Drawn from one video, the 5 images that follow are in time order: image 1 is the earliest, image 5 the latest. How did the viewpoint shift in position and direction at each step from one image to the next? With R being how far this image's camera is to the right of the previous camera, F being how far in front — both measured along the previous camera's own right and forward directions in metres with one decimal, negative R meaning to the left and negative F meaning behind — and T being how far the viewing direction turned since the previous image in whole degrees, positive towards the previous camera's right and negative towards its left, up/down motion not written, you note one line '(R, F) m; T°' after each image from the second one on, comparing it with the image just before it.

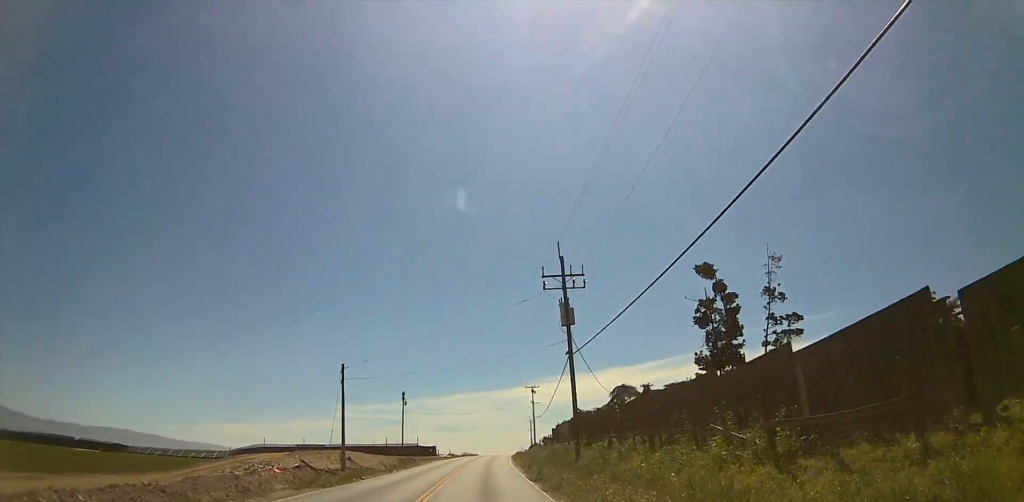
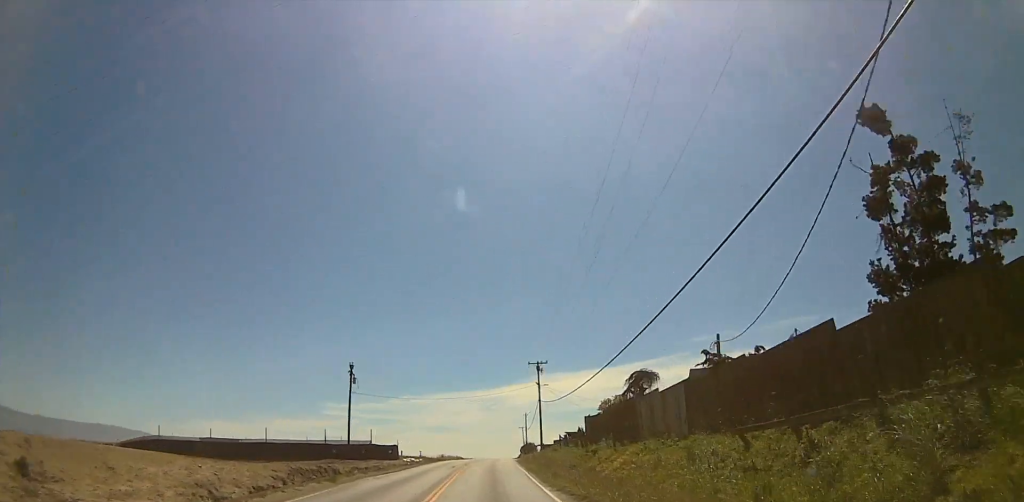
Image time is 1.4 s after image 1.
(+0.3, +33.9) m; +2°
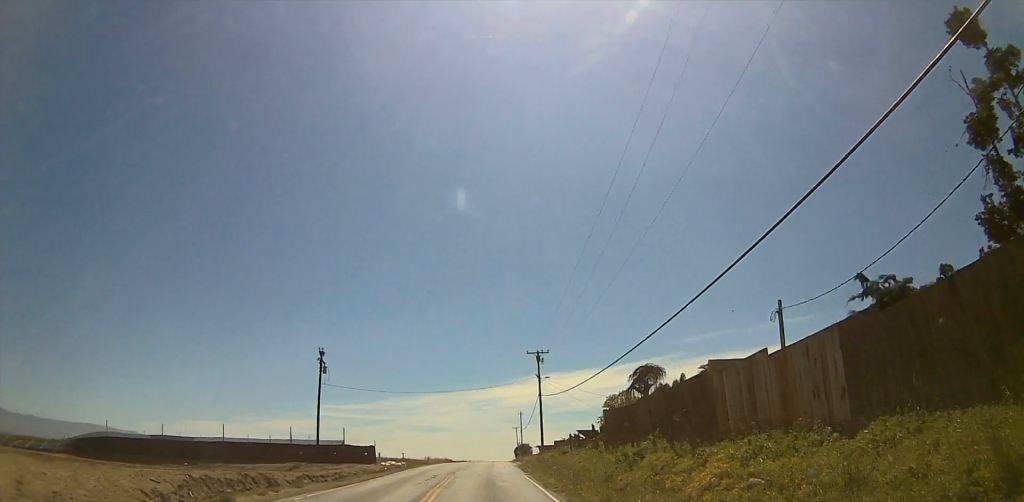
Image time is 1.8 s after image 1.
(+0.1, +10.5) m; +1°
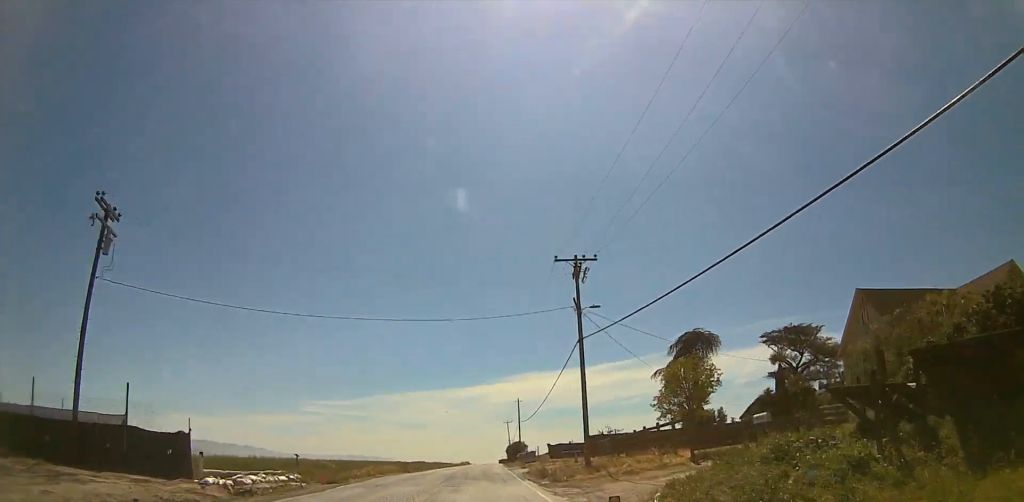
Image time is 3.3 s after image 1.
(+1.1, +36.1) m; +2°
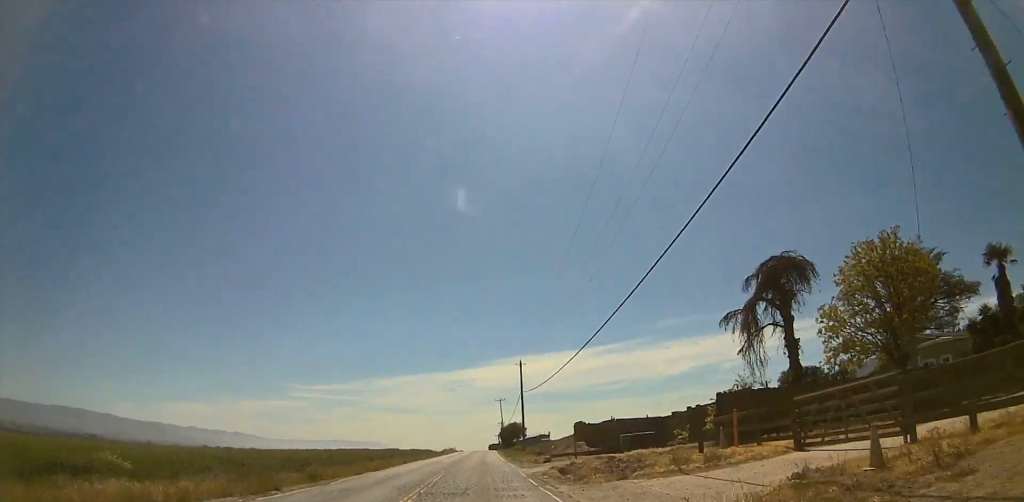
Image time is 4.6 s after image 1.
(+0.1, +31.2) m; +1°
